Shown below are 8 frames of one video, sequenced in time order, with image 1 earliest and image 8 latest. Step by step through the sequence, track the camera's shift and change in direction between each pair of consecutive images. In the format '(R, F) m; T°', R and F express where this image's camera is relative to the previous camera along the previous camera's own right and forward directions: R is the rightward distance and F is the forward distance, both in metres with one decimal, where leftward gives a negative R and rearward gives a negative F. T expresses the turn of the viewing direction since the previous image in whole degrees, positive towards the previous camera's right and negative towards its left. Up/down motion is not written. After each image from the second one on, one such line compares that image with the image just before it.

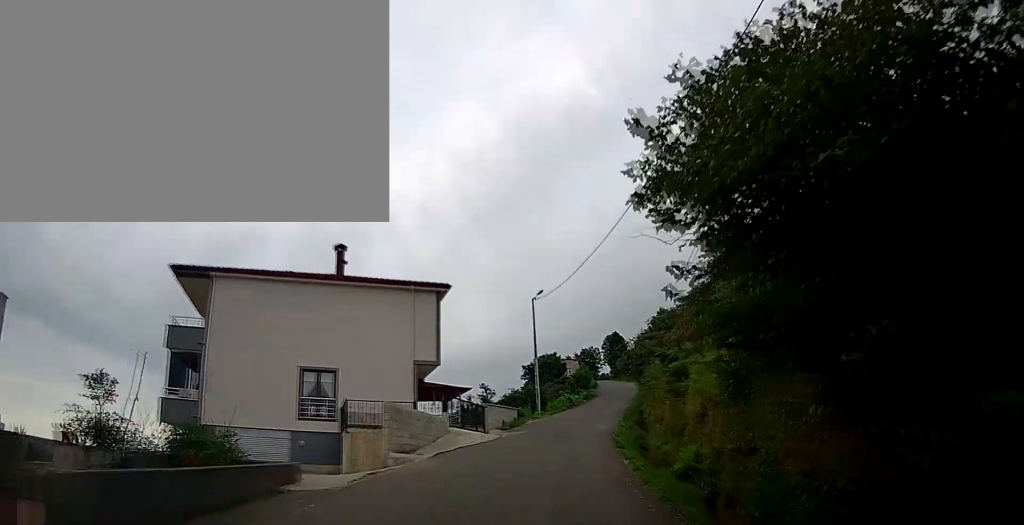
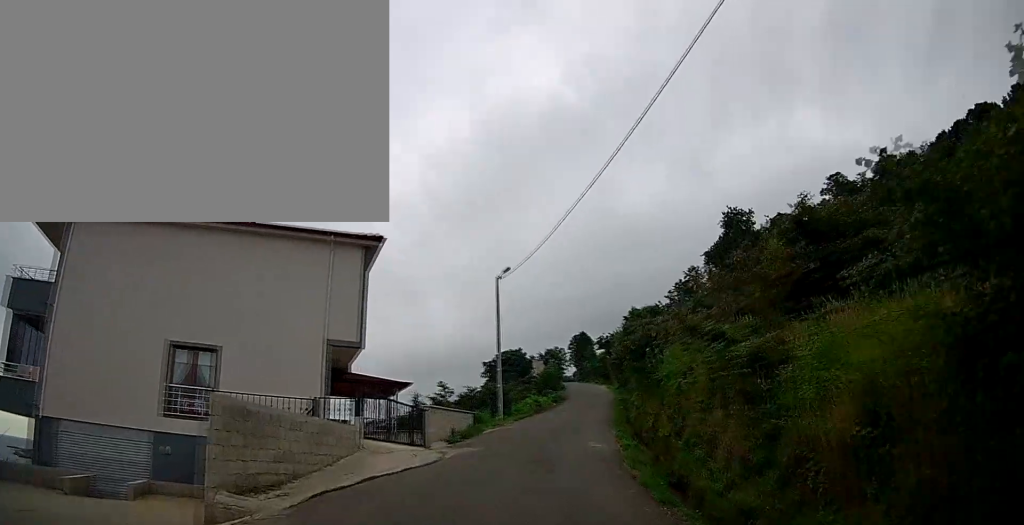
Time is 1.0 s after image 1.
(+0.1, +7.1) m; +4°
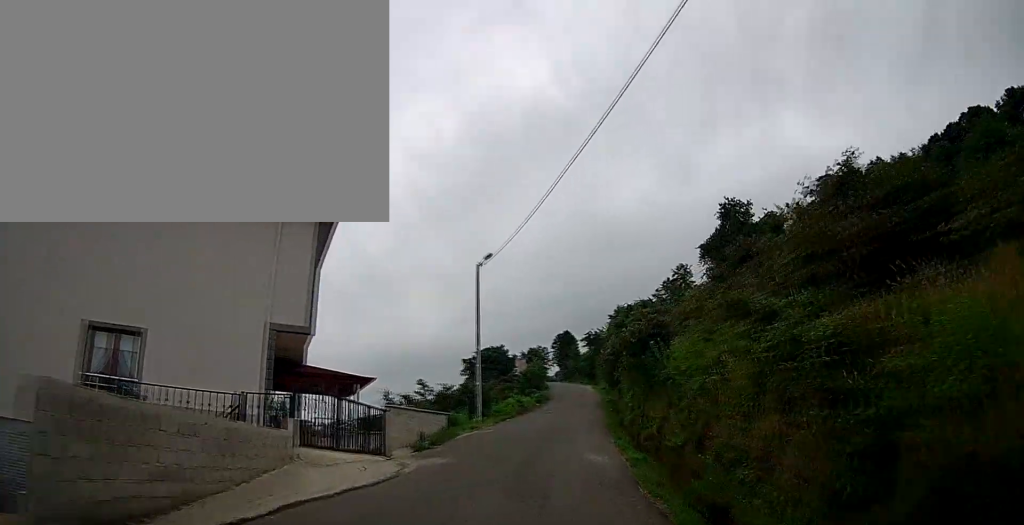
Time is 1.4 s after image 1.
(+0.1, +3.0) m; +1°
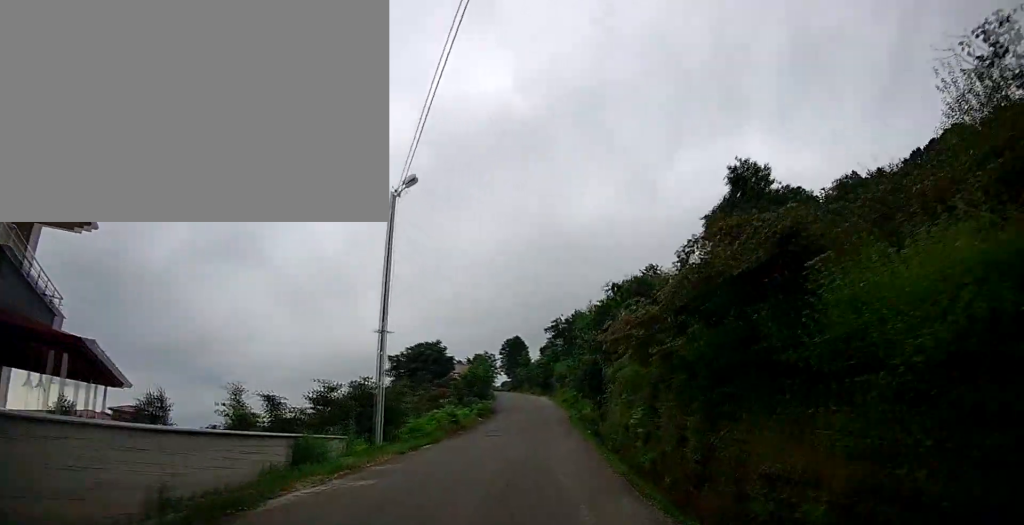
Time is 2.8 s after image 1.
(+0.2, +11.0) m; +4°
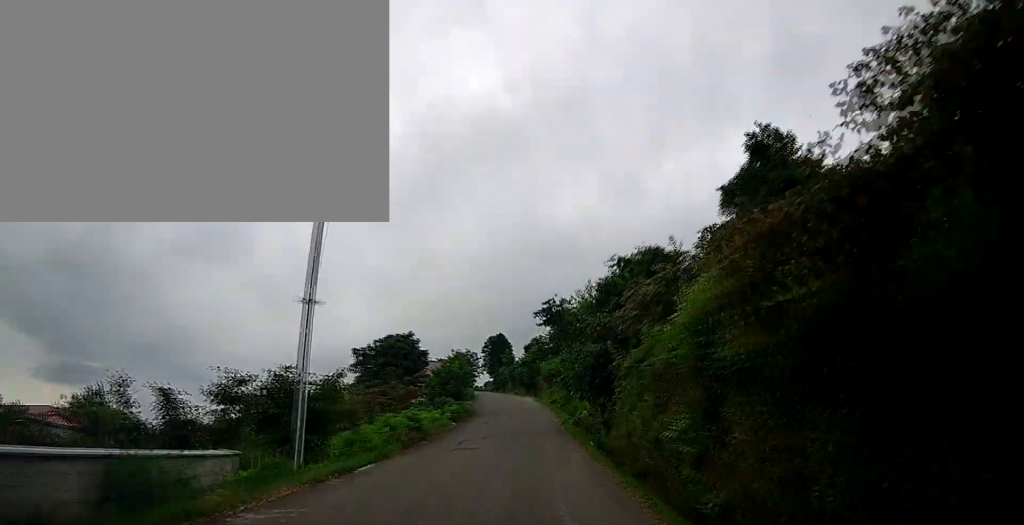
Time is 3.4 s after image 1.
(+0.3, +5.1) m; +1°
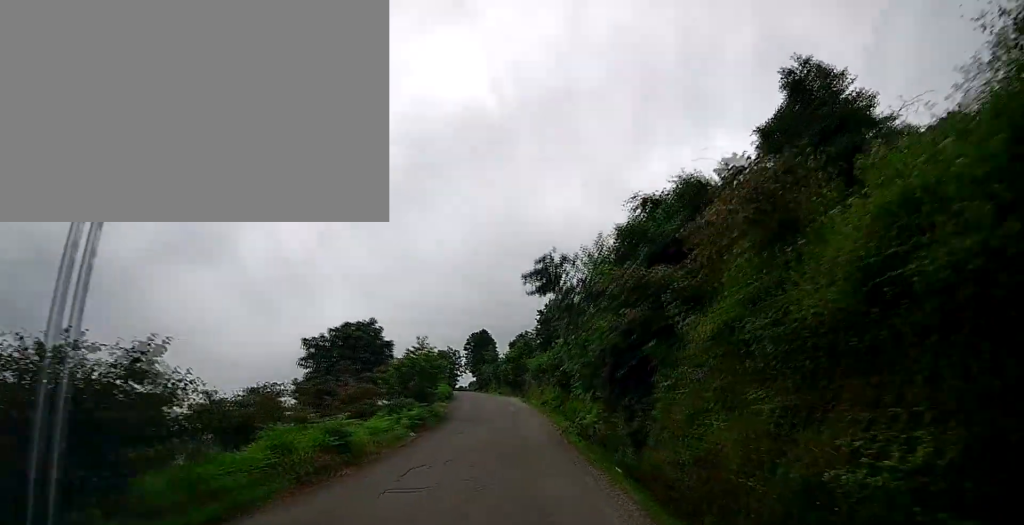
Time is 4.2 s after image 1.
(+0.1, +6.4) m; +2°
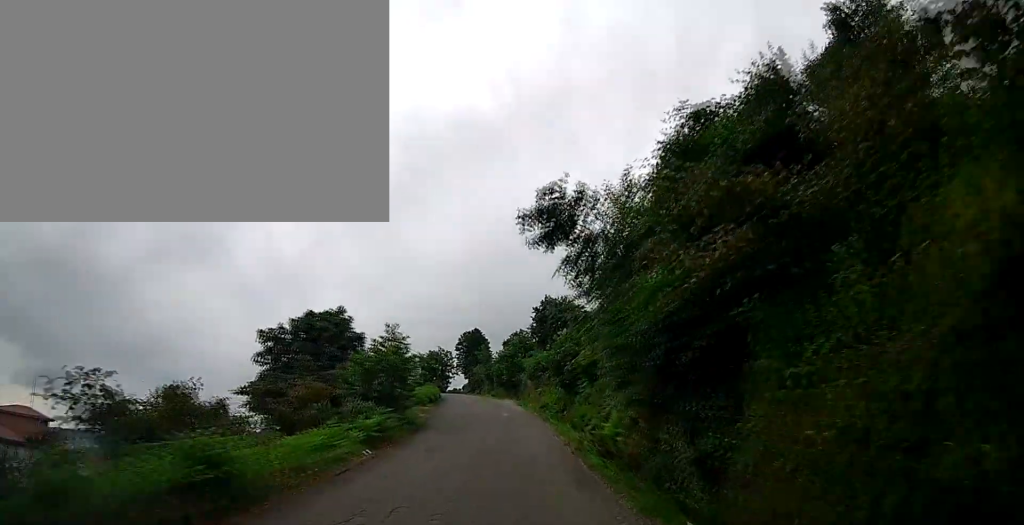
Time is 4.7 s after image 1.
(-0.1, +4.8) m; +1°
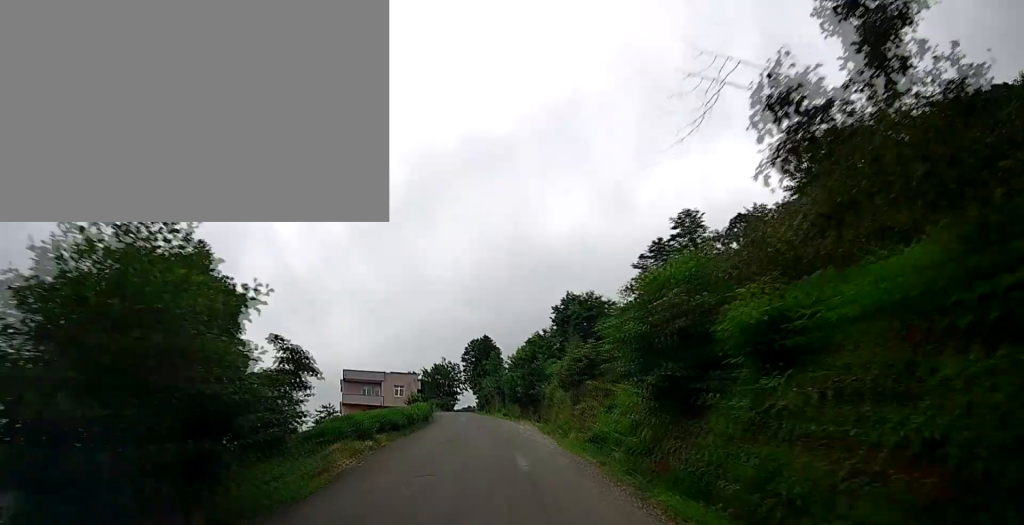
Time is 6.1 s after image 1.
(+0.6, +13.6) m; +2°
